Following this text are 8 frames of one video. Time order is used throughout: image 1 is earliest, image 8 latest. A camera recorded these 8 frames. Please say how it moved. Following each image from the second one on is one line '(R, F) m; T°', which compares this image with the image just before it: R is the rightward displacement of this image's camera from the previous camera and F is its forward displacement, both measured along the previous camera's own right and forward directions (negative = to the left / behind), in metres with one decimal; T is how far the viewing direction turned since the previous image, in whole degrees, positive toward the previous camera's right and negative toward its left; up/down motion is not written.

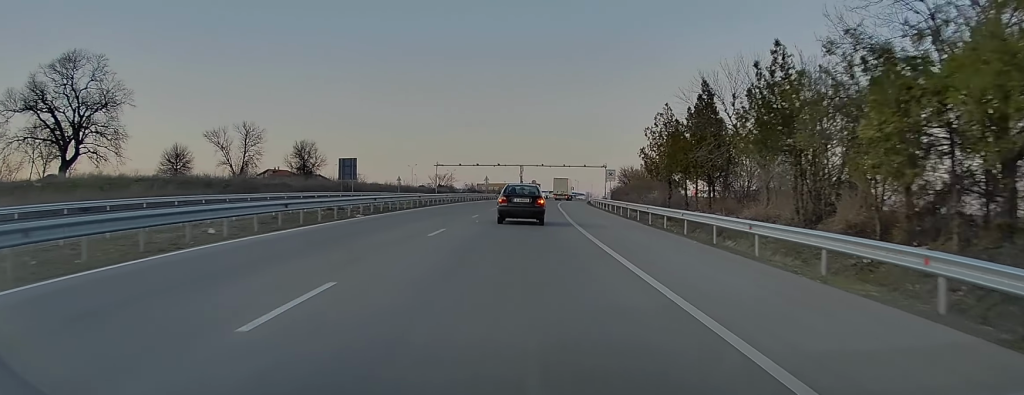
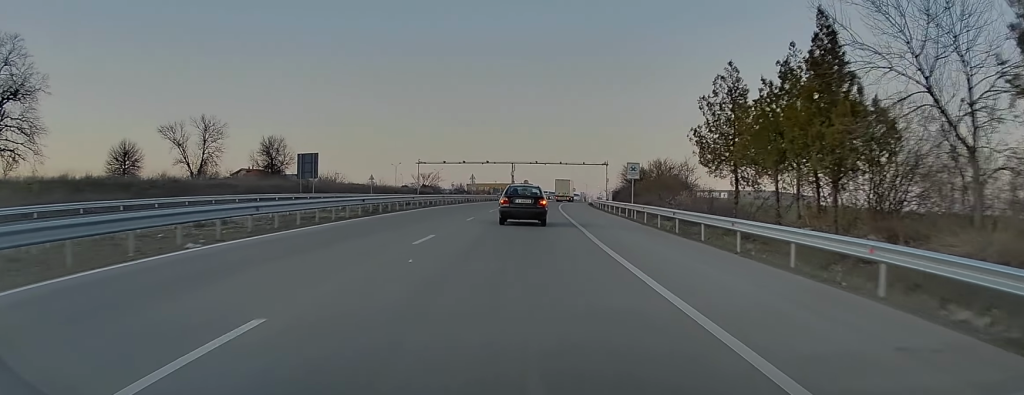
(+0.1, +14.5) m; +1°
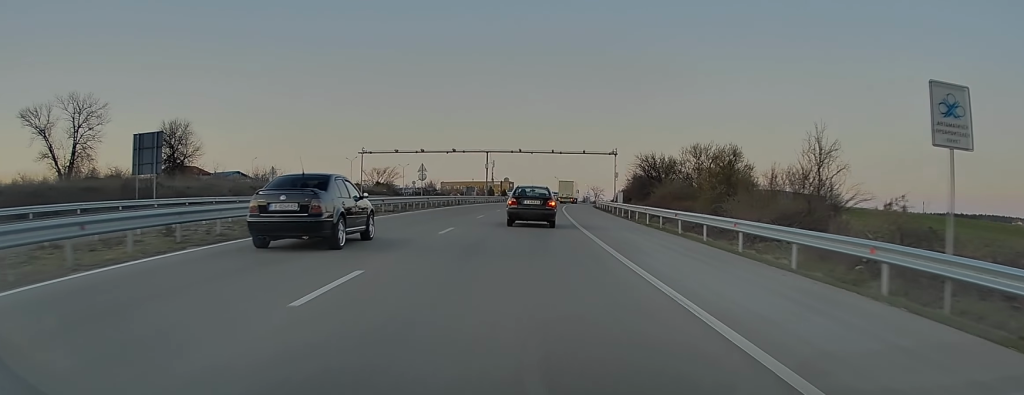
(+0.6, +31.9) m; +2°
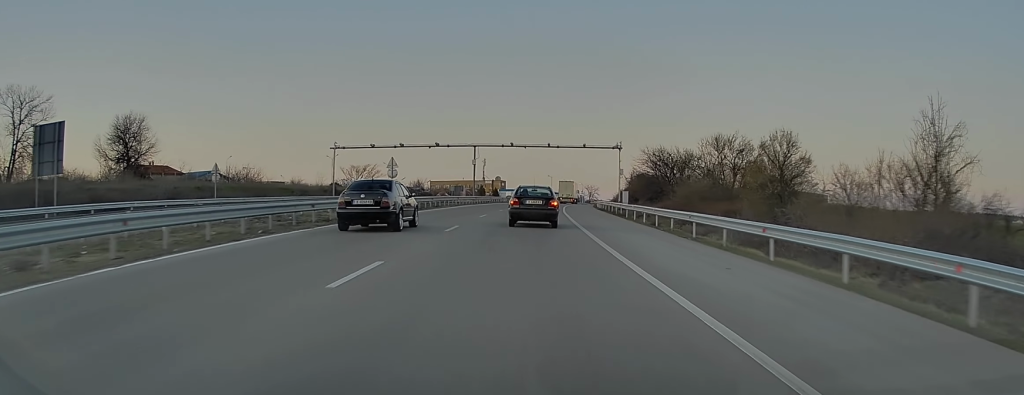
(0.0, +10.5) m; +1°
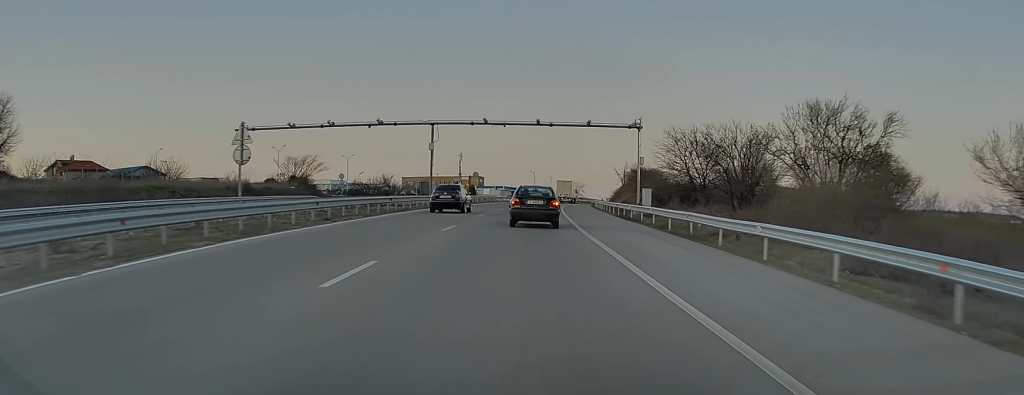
(+0.4, +23.8) m; +2°
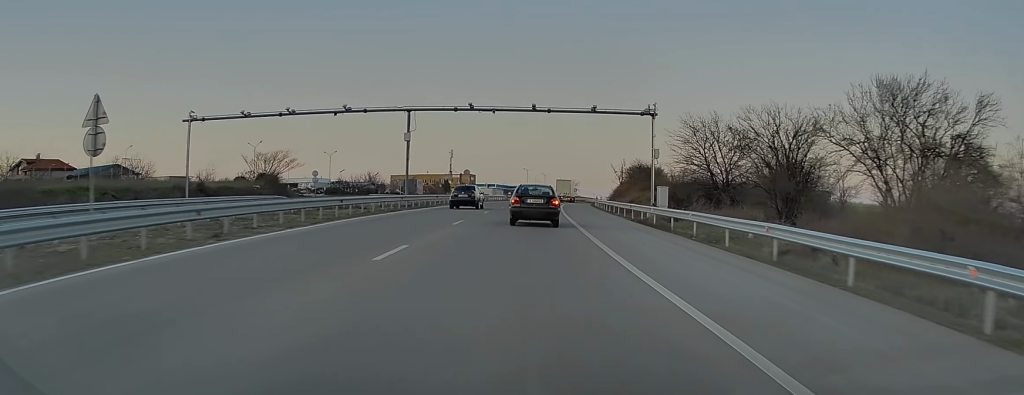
(0.0, +8.9) m; +1°
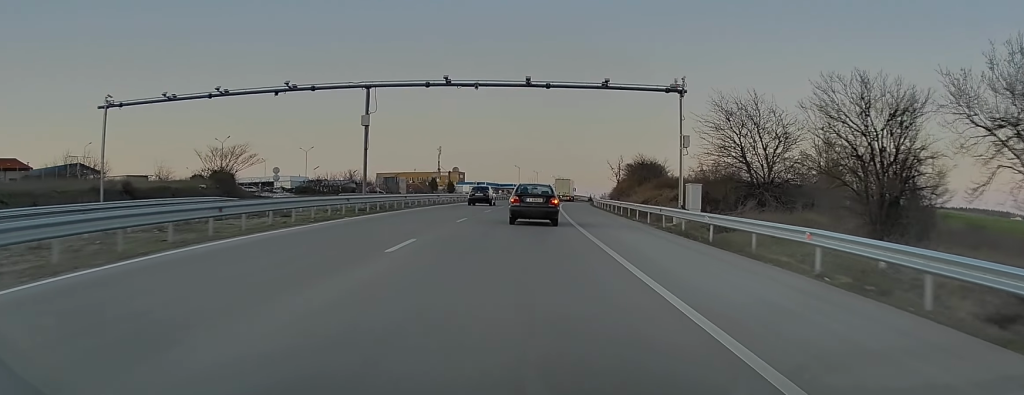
(0.0, +10.8) m; +1°
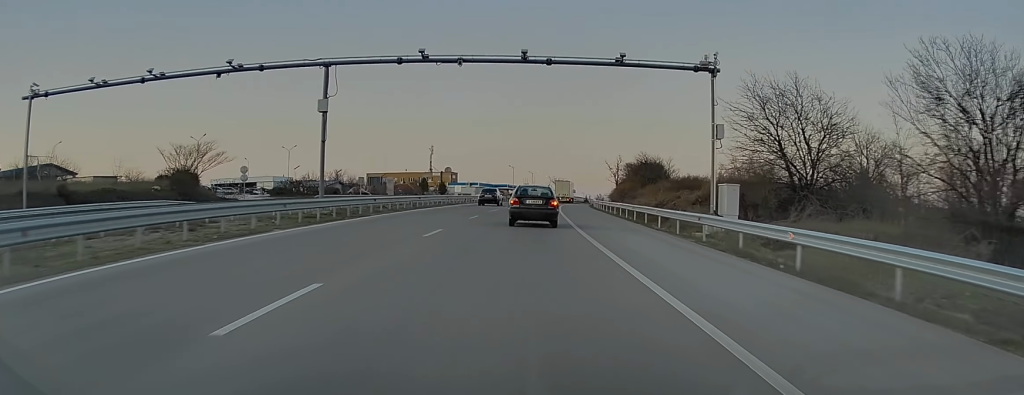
(+0.1, +7.2) m; 0°
